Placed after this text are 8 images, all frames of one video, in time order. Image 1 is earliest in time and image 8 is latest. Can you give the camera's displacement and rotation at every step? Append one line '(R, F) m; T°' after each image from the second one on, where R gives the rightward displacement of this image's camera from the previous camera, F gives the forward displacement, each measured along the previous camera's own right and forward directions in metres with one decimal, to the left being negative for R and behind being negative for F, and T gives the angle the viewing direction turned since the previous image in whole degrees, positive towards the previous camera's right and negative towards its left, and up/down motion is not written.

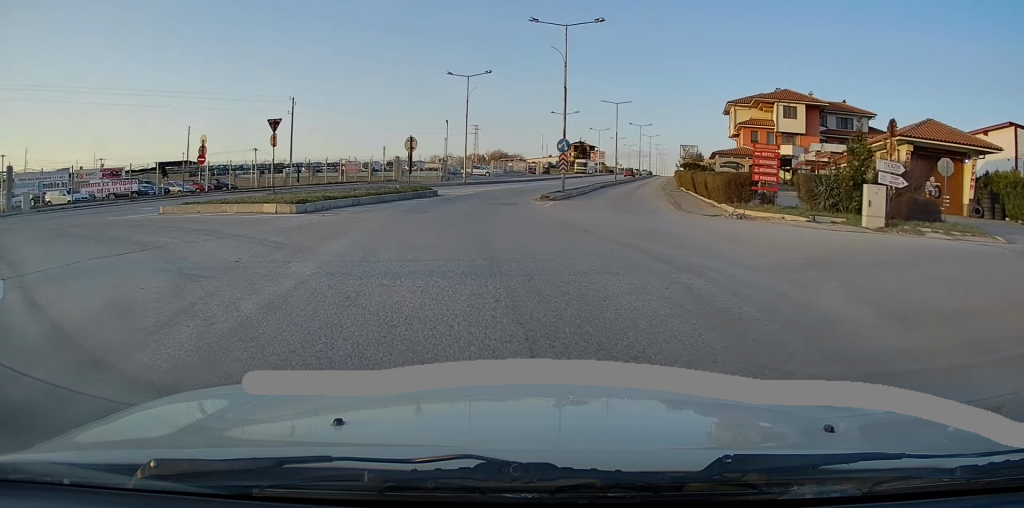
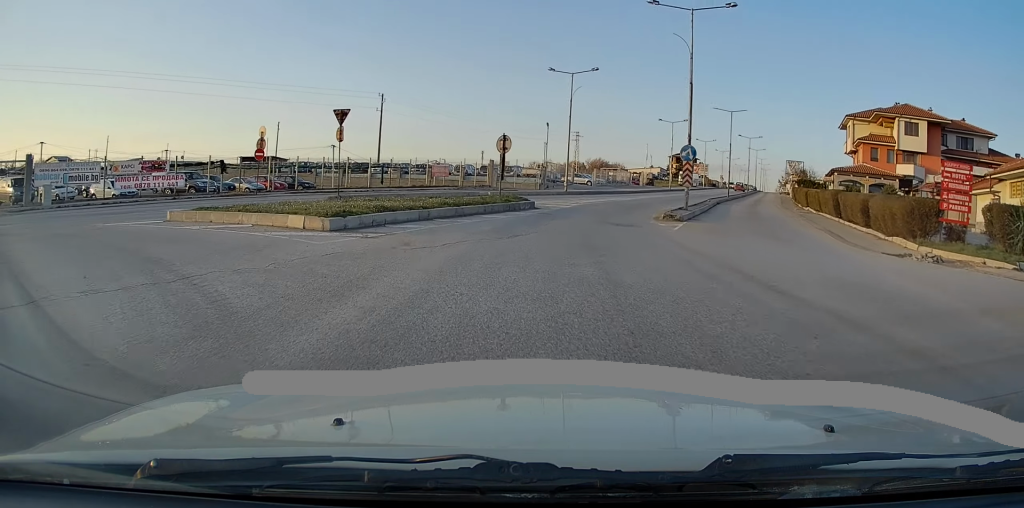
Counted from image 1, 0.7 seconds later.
(-0.4, +5.2) m; -6°
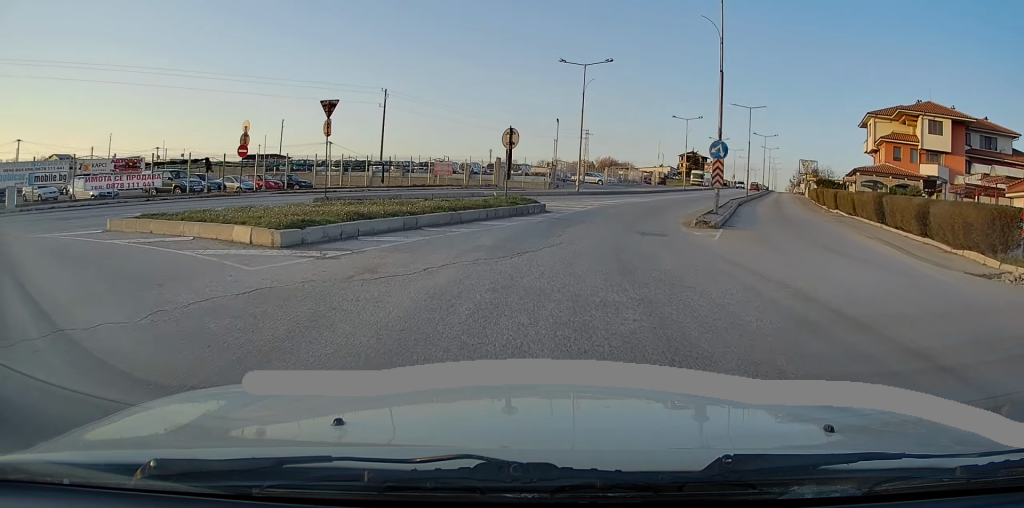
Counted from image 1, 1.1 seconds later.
(-0.2, +2.9) m; 0°
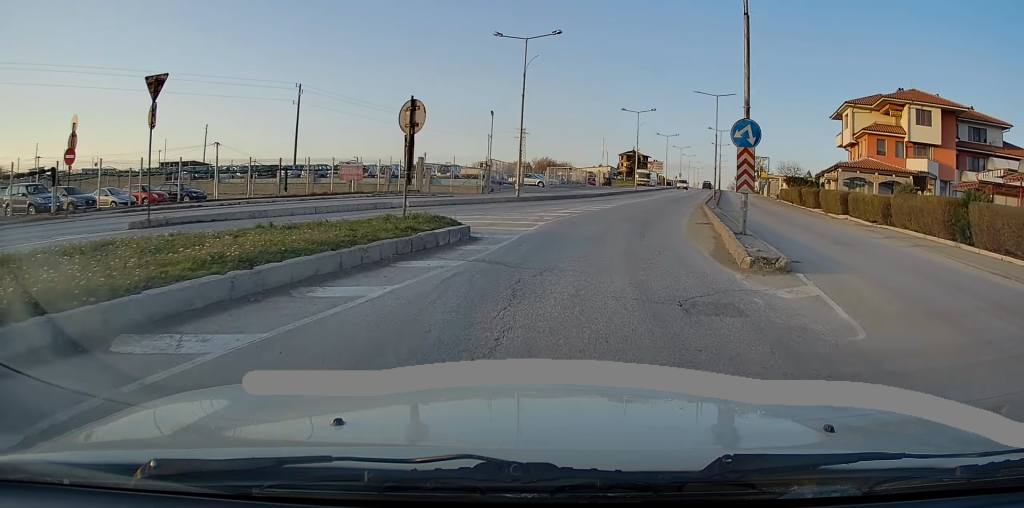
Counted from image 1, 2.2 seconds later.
(+0.2, +8.3) m; +5°
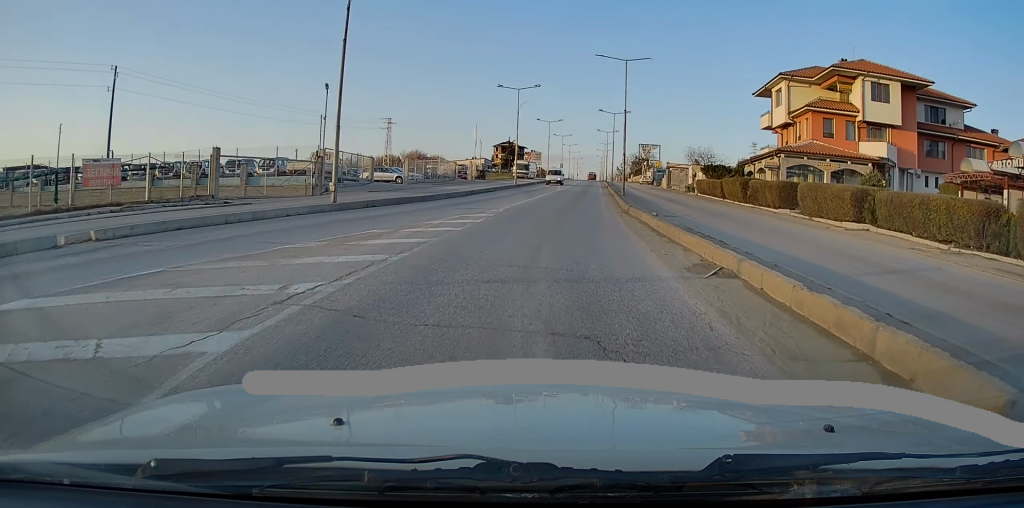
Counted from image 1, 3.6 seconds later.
(+1.0, +12.1) m; +10°
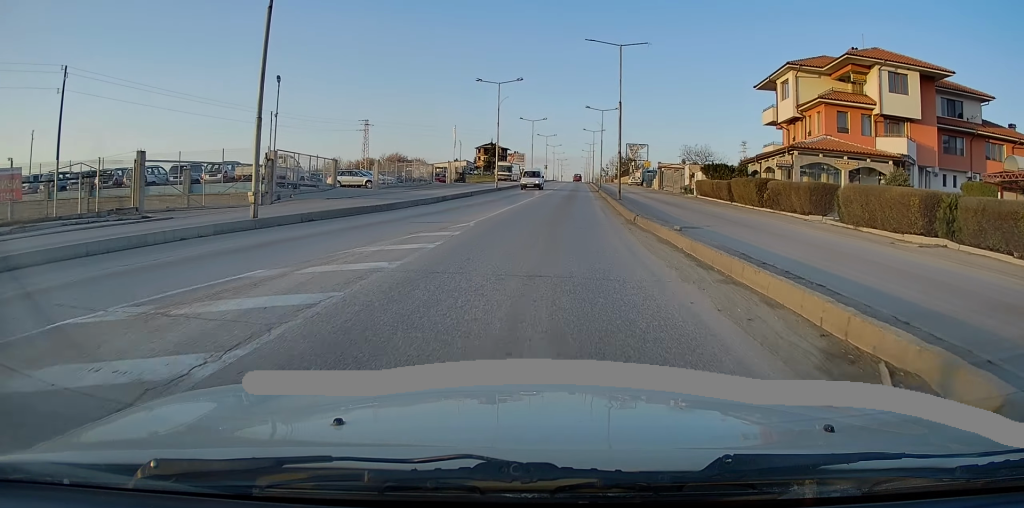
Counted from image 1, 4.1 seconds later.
(+0.2, +4.9) m; +2°
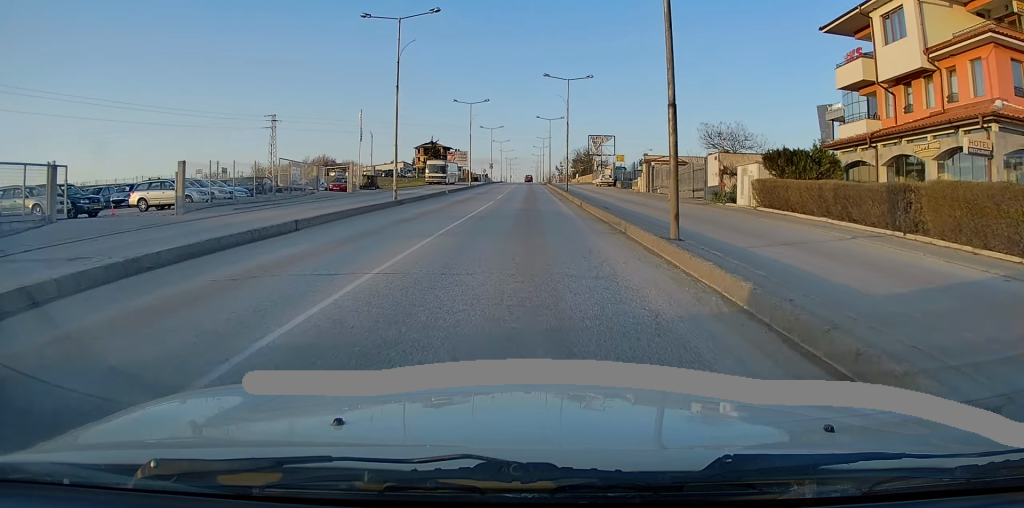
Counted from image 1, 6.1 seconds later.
(+0.9, +21.3) m; +4°
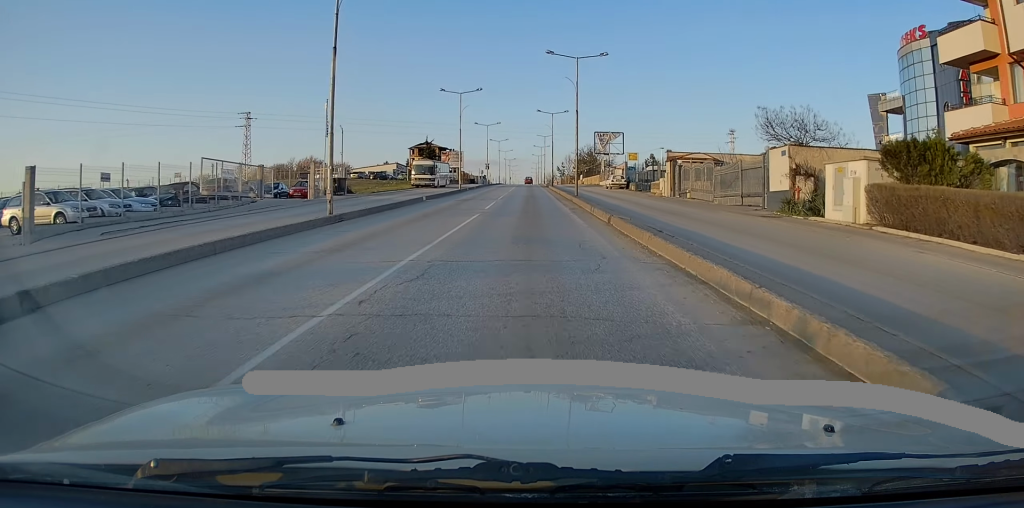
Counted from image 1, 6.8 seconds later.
(+0.1, +9.2) m; 0°
